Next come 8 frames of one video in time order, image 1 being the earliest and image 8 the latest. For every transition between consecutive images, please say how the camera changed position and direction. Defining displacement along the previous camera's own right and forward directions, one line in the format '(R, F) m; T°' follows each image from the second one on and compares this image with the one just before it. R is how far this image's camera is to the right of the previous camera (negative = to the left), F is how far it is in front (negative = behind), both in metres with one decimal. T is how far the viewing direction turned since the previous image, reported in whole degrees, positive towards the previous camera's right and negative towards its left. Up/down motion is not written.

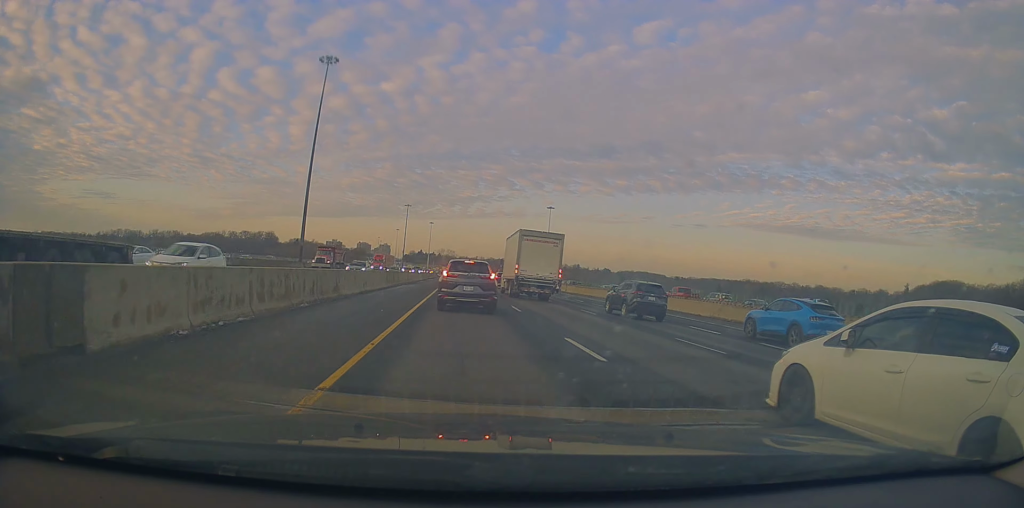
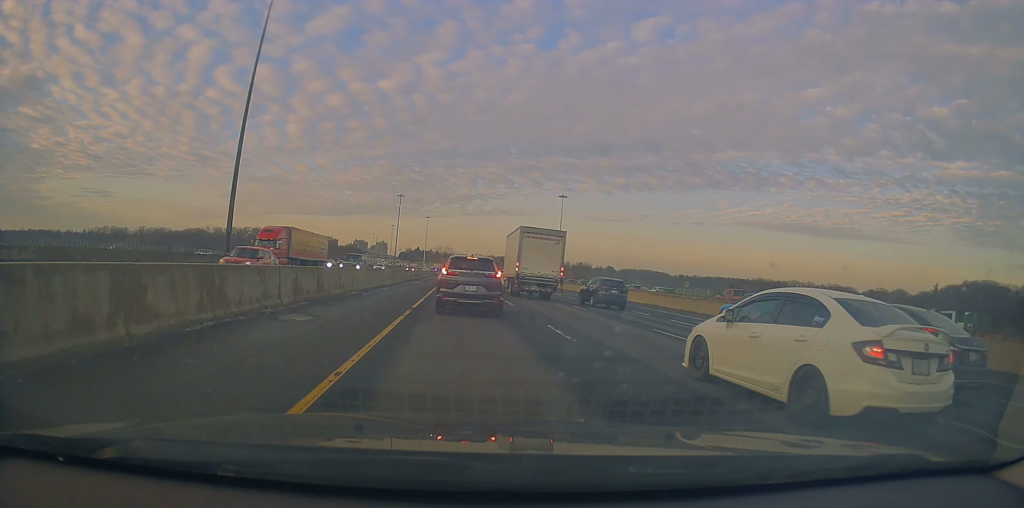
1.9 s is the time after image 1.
(+0.3, +35.5) m; +1°
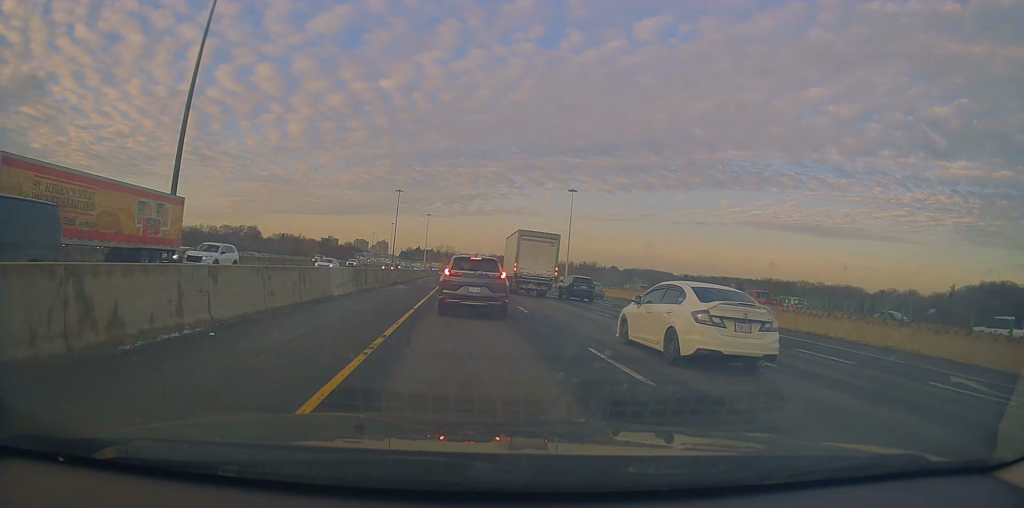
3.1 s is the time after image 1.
(+0.2, +17.0) m; 0°
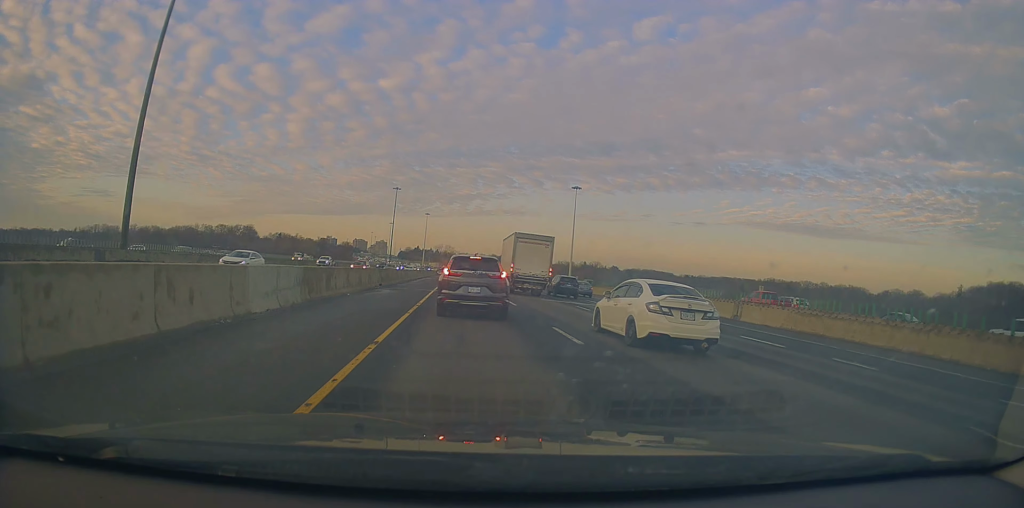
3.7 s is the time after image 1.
(-0.1, +8.3) m; +1°
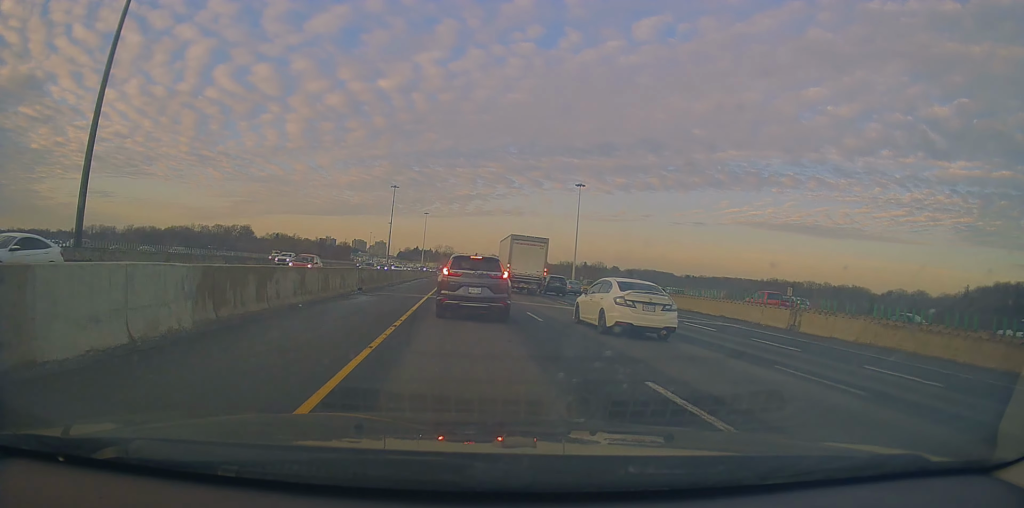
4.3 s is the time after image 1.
(-0.1, +7.2) m; +1°
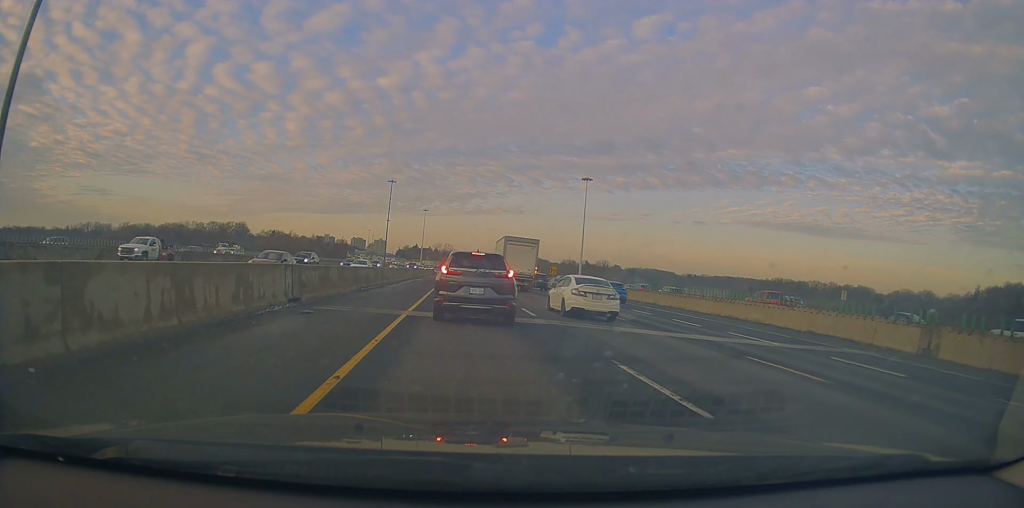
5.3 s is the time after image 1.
(+0.5, +11.3) m; 0°
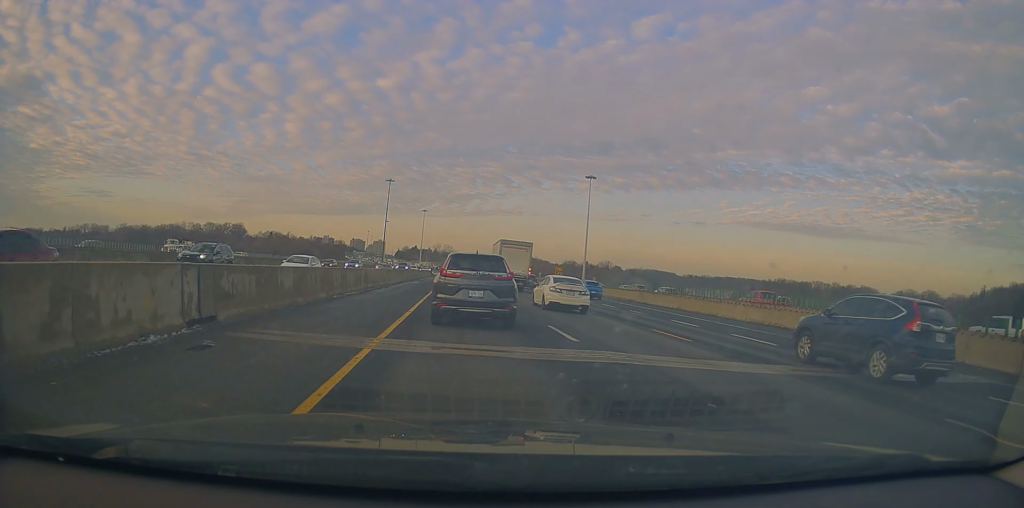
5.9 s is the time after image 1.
(-0.4, +6.3) m; -1°
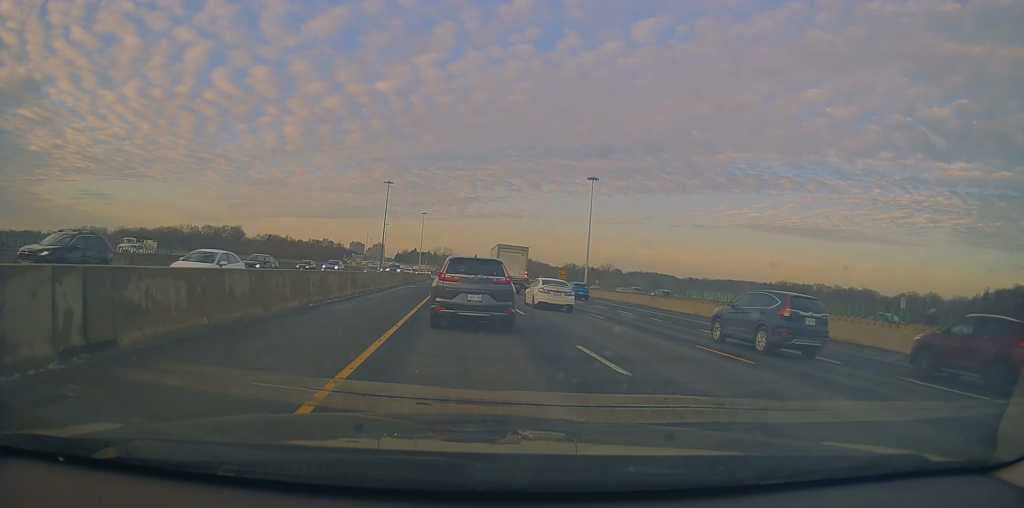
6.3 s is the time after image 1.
(-0.1, +3.8) m; 0°
